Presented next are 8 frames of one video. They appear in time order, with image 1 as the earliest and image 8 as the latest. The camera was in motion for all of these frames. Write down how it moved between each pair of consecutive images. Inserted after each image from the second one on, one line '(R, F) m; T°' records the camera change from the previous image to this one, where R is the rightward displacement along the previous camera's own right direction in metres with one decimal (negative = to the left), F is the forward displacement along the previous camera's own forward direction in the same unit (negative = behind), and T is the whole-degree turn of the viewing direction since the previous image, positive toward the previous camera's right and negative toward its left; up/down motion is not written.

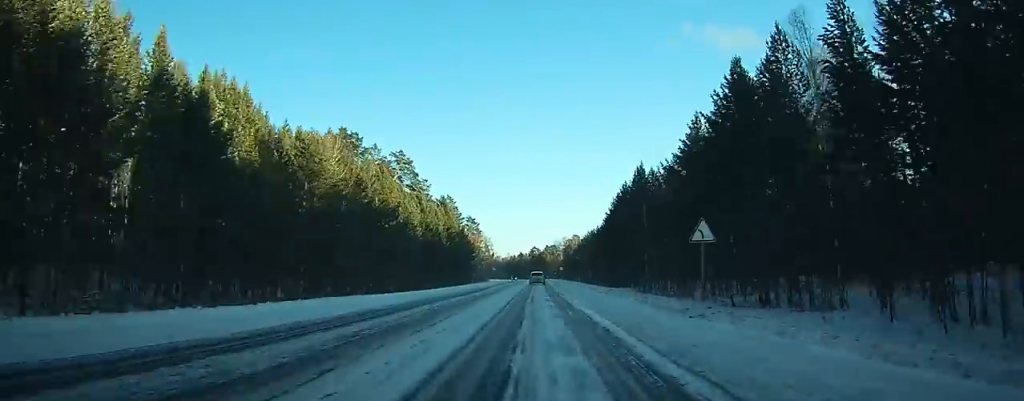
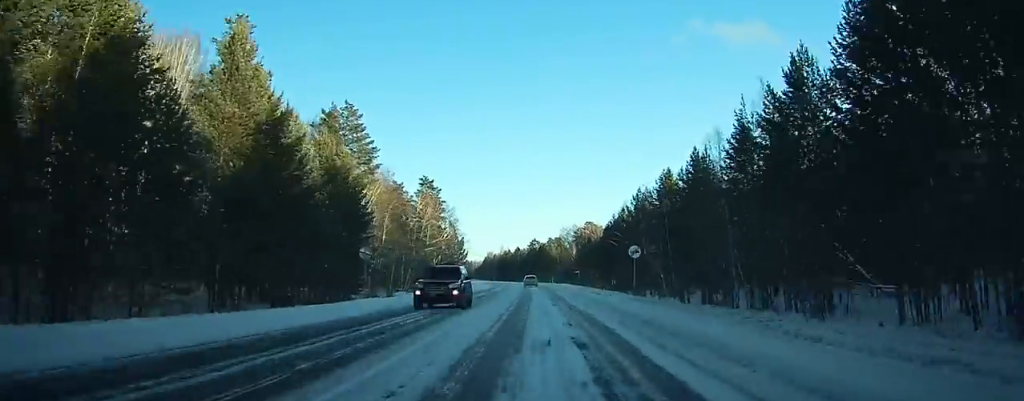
(-0.1, +95.2) m; 0°
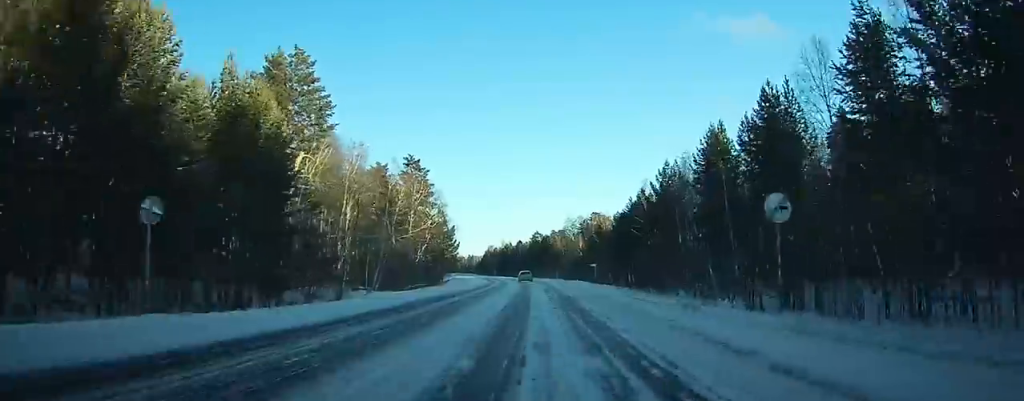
(-0.1, +18.9) m; 0°
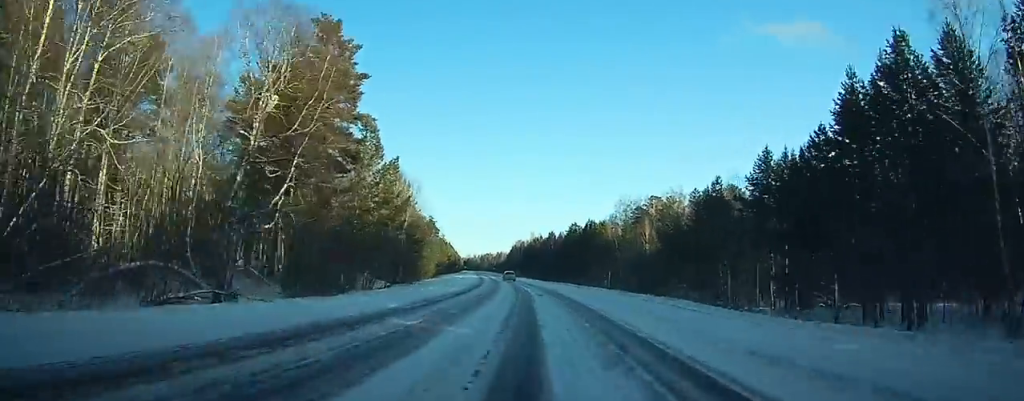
(-0.5, +68.0) m; -2°
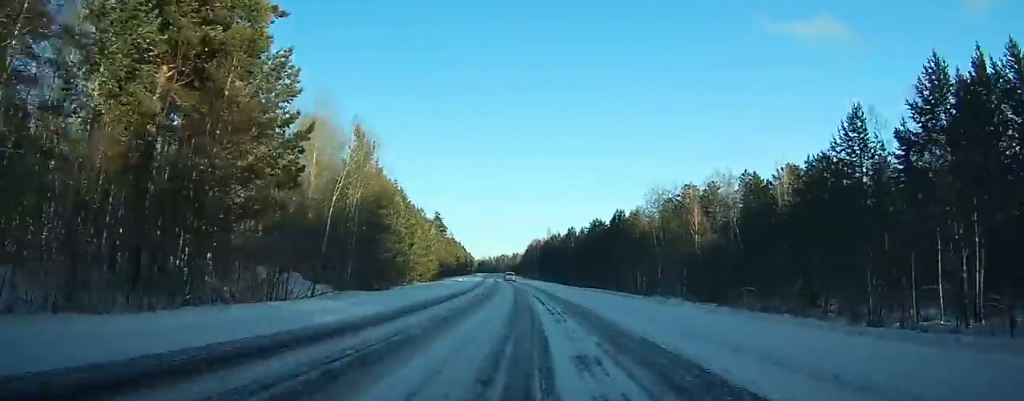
(-0.4, +25.9) m; -1°
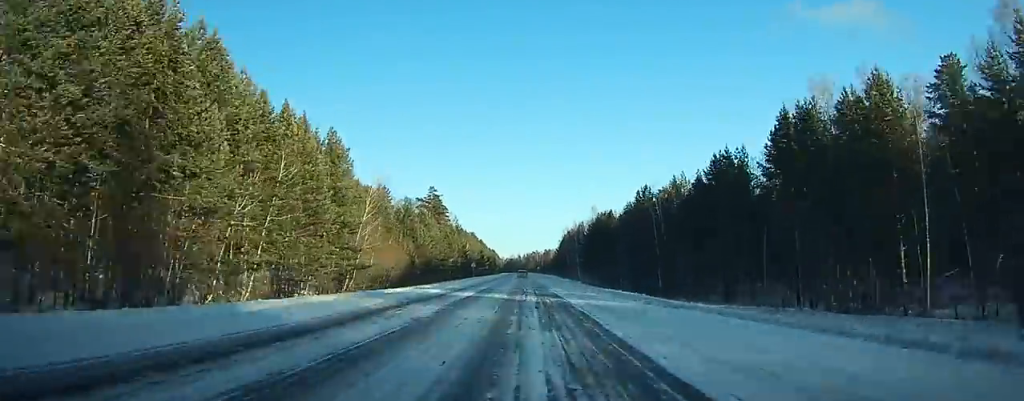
(-2.1, +76.2) m; -2°
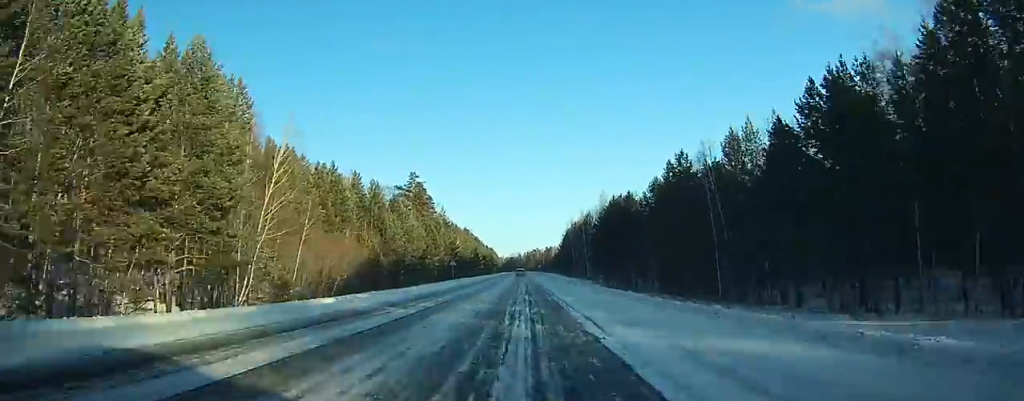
(0.0, +25.7) m; 0°
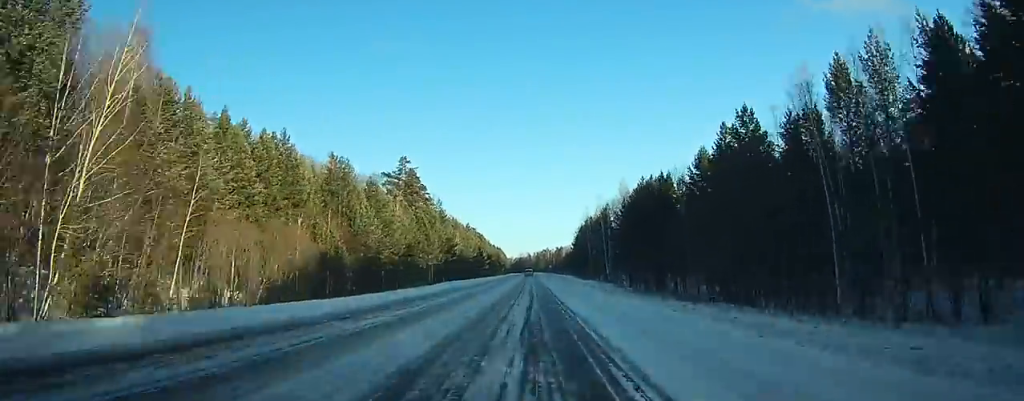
(0.0, +21.1) m; -1°
